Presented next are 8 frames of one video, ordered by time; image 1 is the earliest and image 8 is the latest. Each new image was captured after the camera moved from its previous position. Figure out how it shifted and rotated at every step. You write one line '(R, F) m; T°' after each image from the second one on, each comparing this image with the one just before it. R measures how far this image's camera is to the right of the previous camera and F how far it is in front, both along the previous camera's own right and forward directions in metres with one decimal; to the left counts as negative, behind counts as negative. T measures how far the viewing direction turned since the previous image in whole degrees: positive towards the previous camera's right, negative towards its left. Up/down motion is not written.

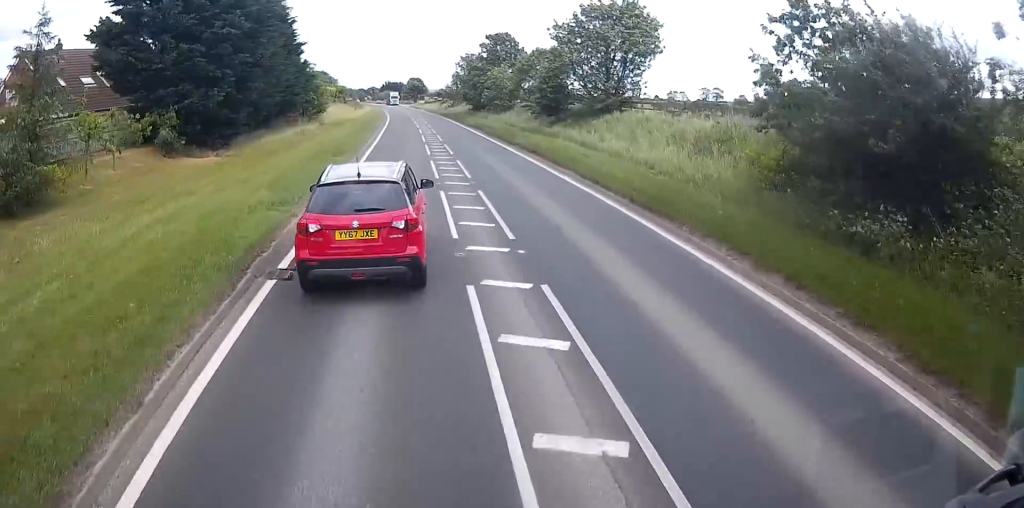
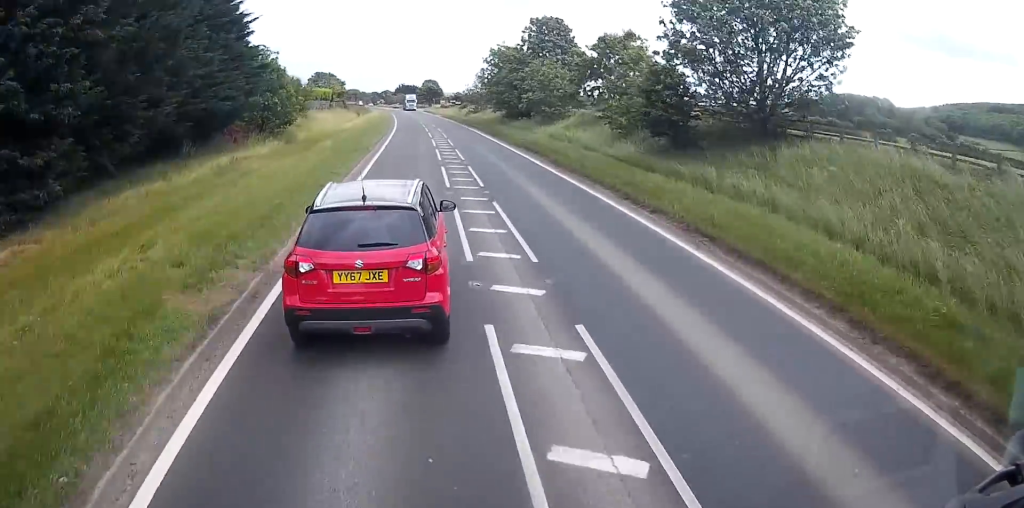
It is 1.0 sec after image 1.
(-0.3, +18.1) m; -1°
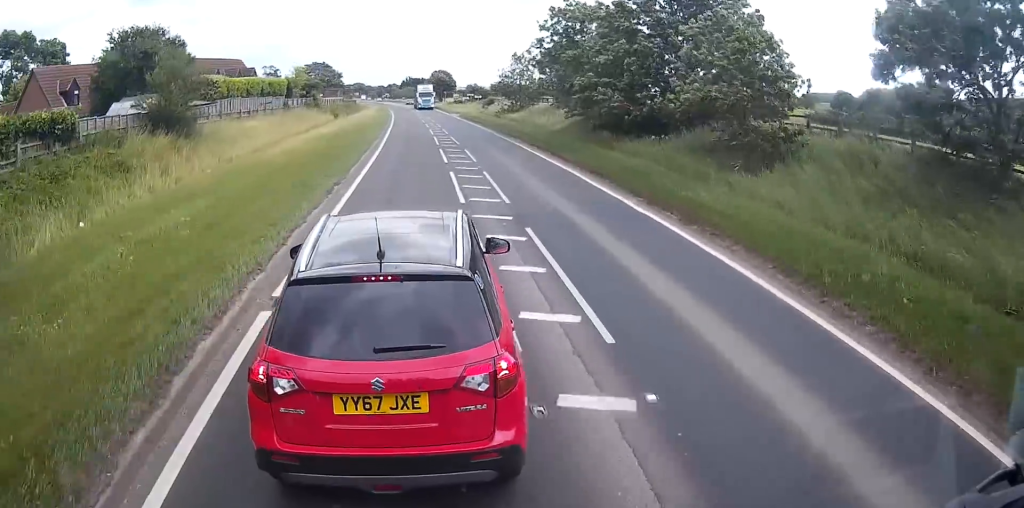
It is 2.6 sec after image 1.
(-0.3, +29.2) m; -2°
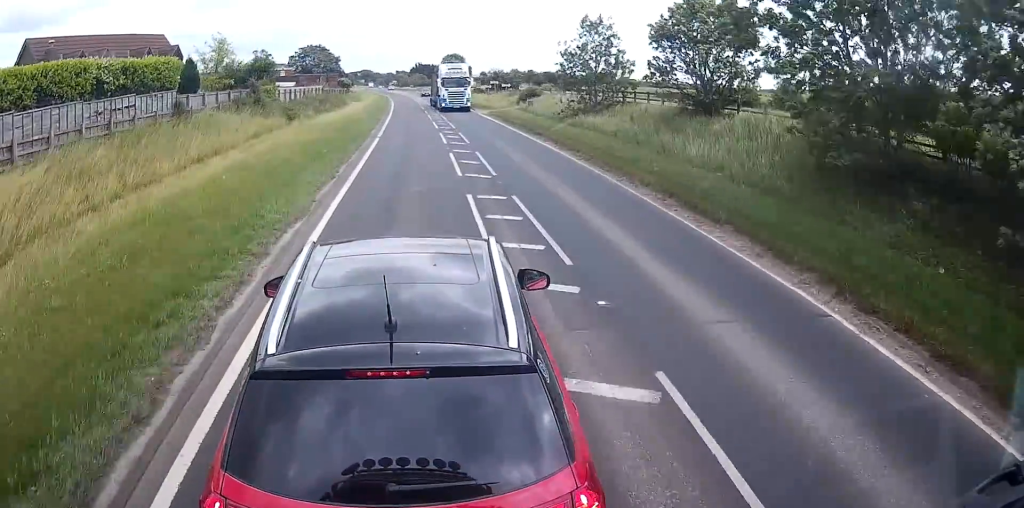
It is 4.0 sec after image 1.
(-0.3, +24.2) m; -1°
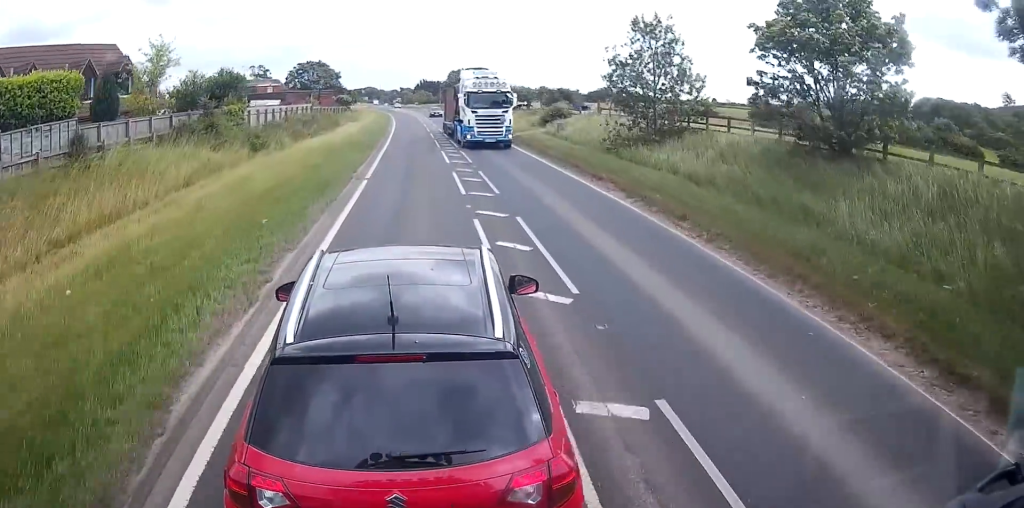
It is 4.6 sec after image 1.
(+0.1, +9.7) m; -1°
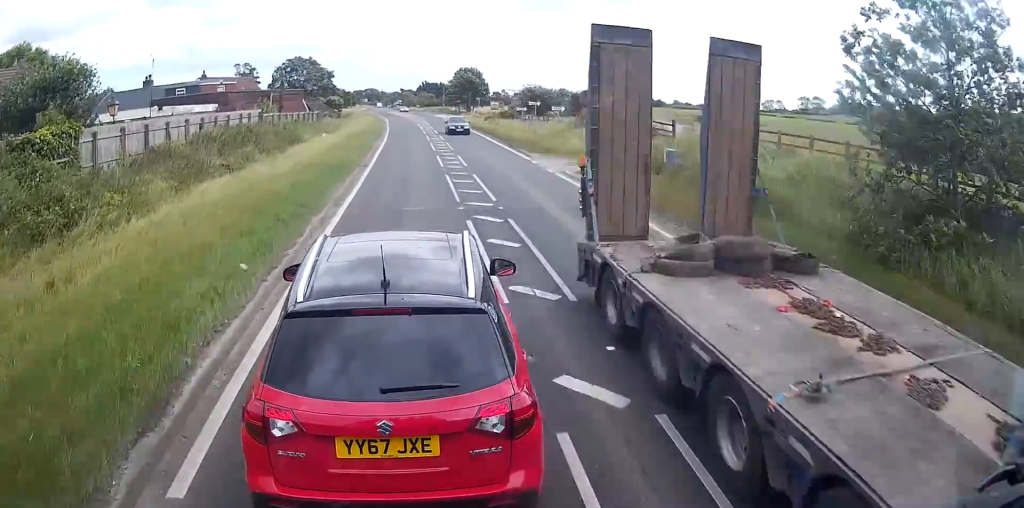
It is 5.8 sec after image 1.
(-0.3, +18.2) m; 0°
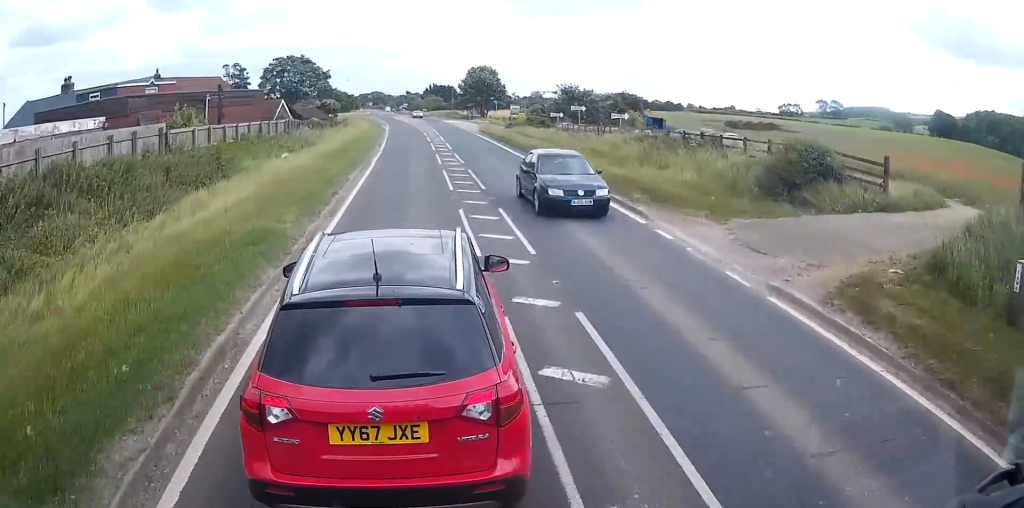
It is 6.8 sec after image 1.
(+0.3, +14.6) m; -2°
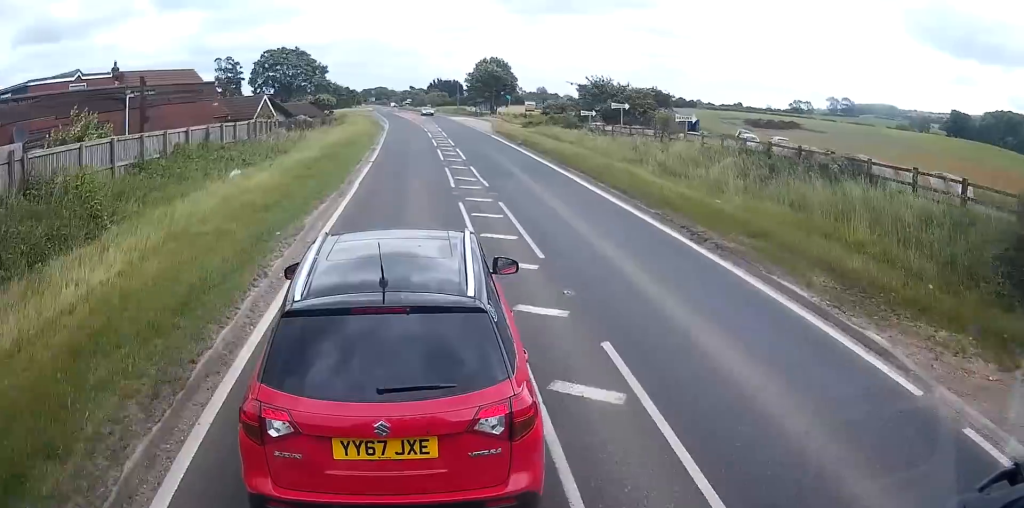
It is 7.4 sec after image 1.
(-0.5, +8.8) m; -1°
